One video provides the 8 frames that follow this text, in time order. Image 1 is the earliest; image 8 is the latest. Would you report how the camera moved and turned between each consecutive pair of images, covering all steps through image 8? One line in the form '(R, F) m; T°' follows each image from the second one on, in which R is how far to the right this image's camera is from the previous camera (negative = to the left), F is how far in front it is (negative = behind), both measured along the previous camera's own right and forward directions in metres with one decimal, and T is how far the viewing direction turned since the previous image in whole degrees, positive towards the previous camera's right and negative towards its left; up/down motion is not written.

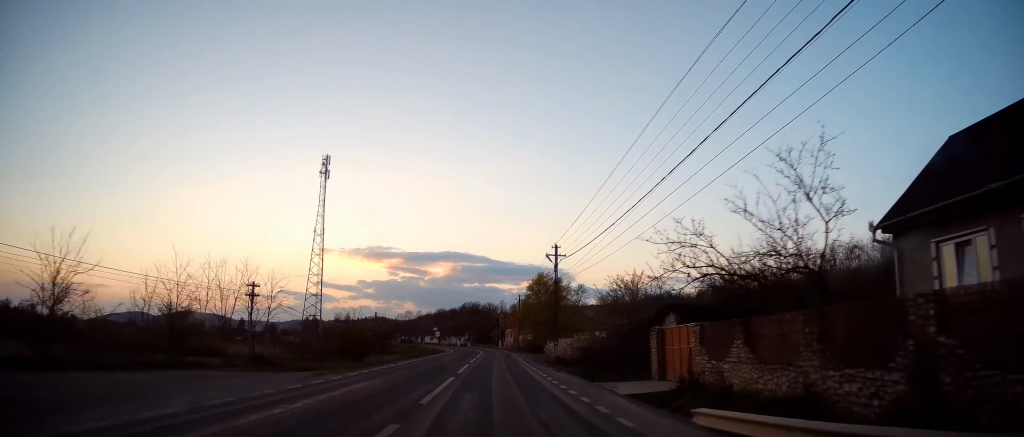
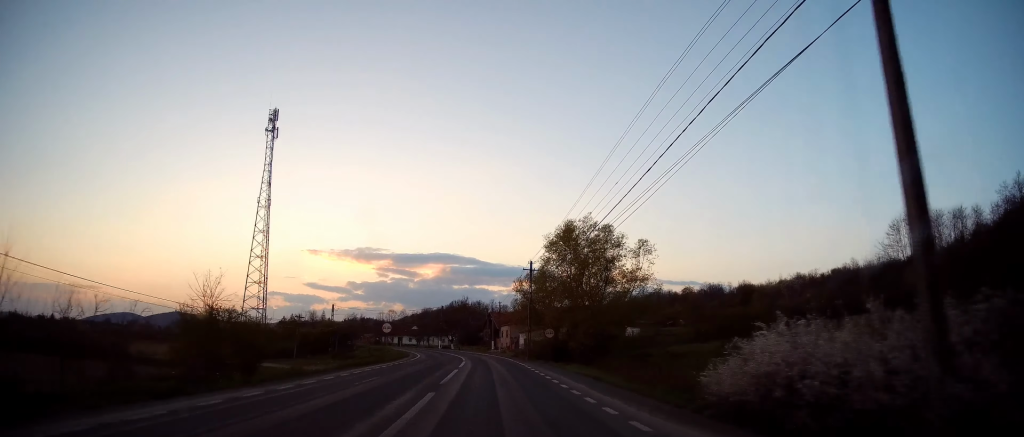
(+0.8, +30.5) m; +1°
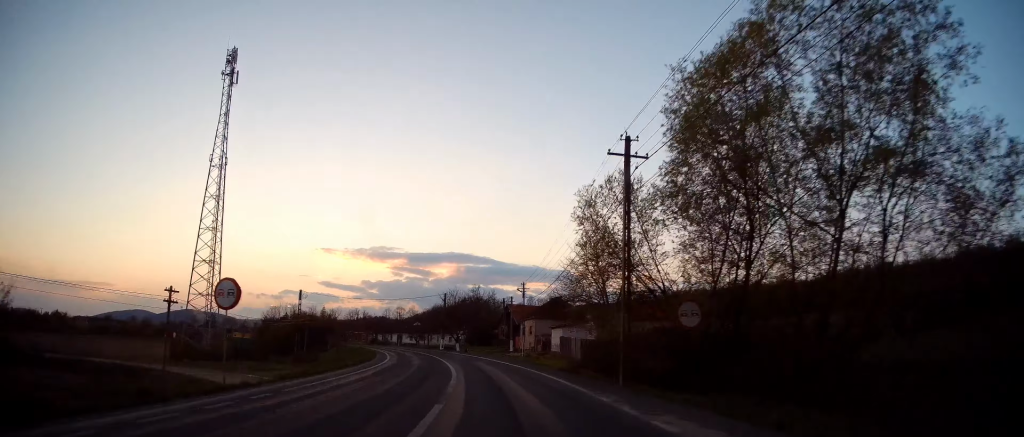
(-0.1, +26.2) m; -1°
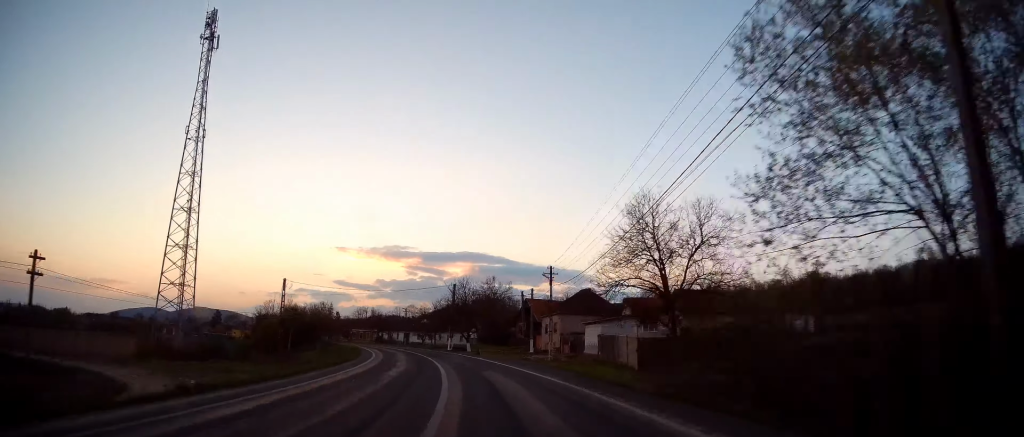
(-0.1, +12.4) m; -1°
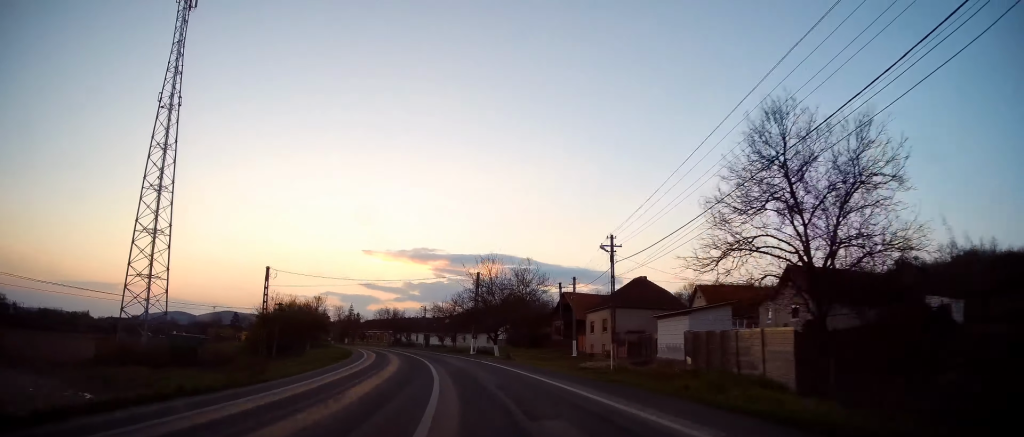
(0.0, +13.8) m; -2°
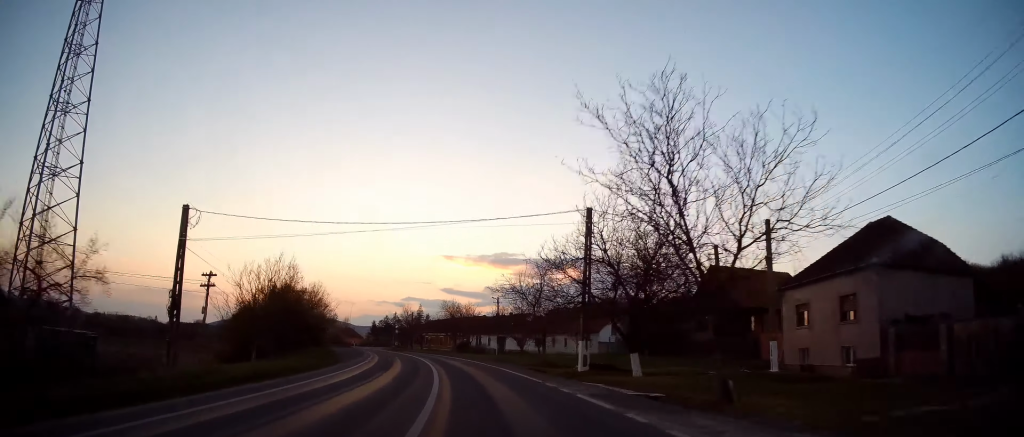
(-1.2, +28.6) m; -6°
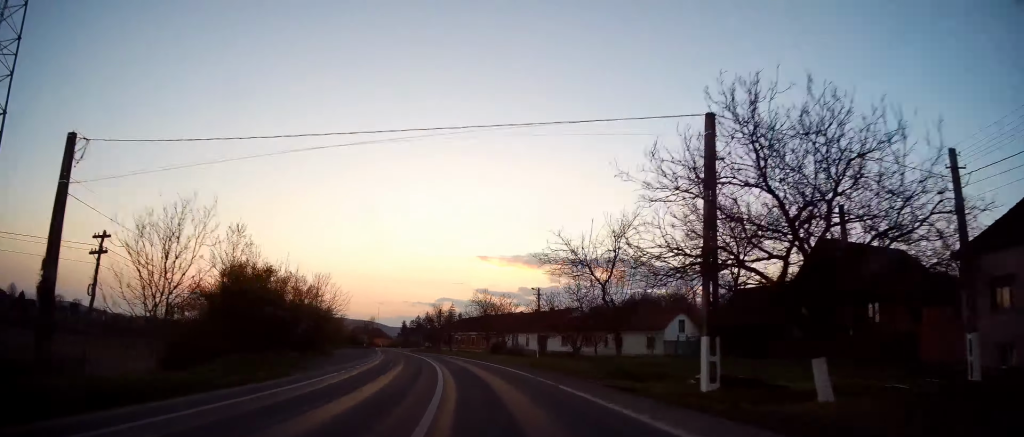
(-0.4, +12.3) m; -3°
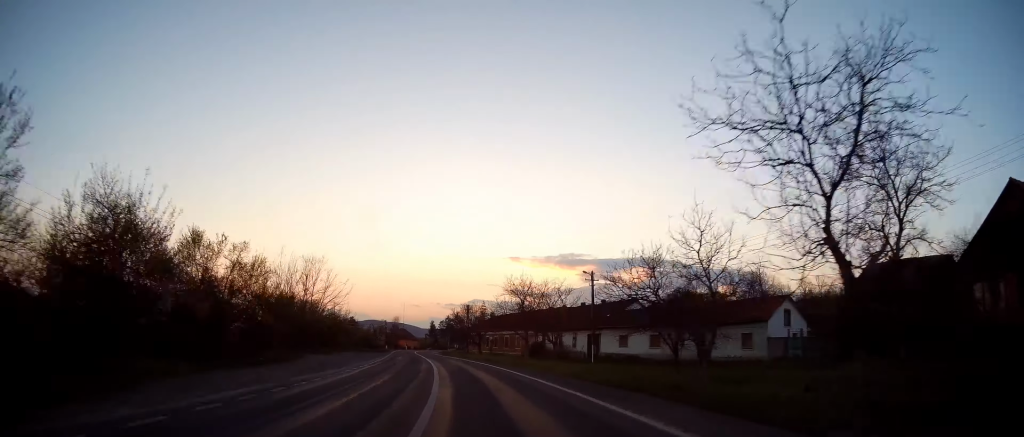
(-0.3, +14.6) m; -4°
